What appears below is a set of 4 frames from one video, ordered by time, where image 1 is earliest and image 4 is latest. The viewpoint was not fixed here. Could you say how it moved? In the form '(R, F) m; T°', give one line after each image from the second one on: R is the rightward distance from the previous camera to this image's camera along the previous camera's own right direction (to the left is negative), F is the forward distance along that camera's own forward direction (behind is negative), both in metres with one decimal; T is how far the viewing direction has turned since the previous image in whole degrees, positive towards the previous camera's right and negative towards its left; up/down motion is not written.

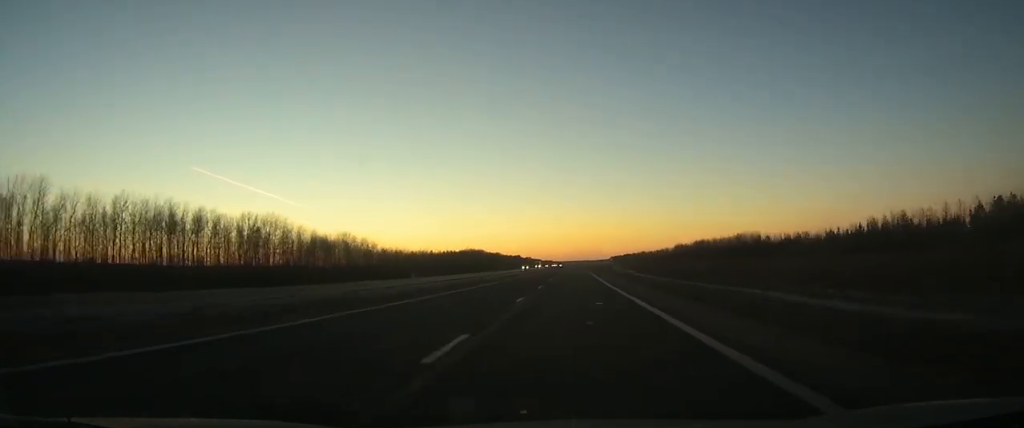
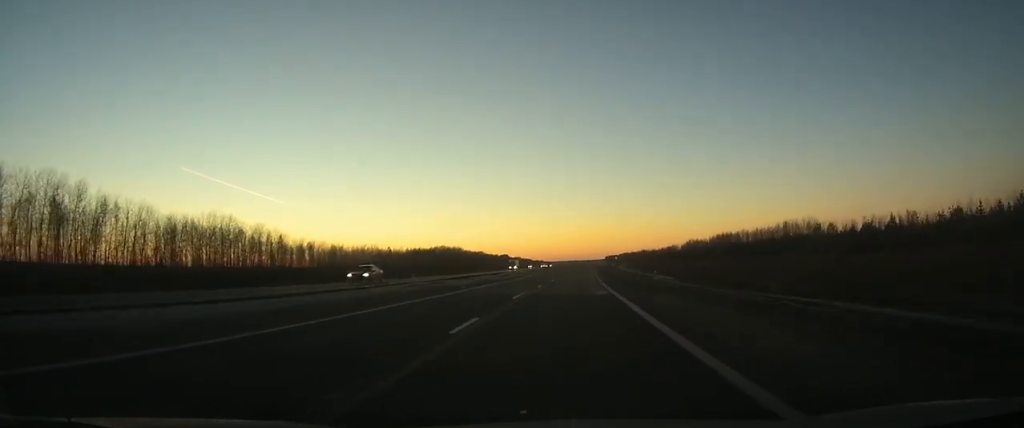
(+0.5, +66.4) m; +1°
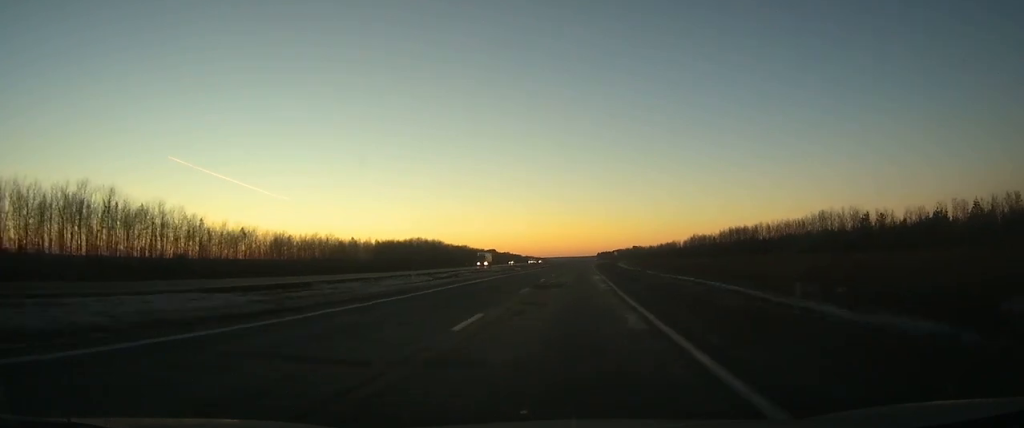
(+0.2, +35.3) m; +1°
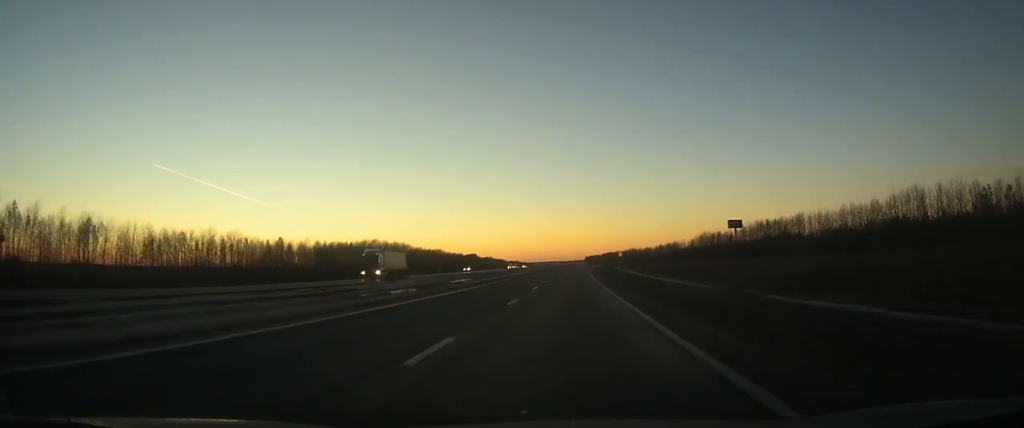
(+0.4, +51.2) m; +1°
